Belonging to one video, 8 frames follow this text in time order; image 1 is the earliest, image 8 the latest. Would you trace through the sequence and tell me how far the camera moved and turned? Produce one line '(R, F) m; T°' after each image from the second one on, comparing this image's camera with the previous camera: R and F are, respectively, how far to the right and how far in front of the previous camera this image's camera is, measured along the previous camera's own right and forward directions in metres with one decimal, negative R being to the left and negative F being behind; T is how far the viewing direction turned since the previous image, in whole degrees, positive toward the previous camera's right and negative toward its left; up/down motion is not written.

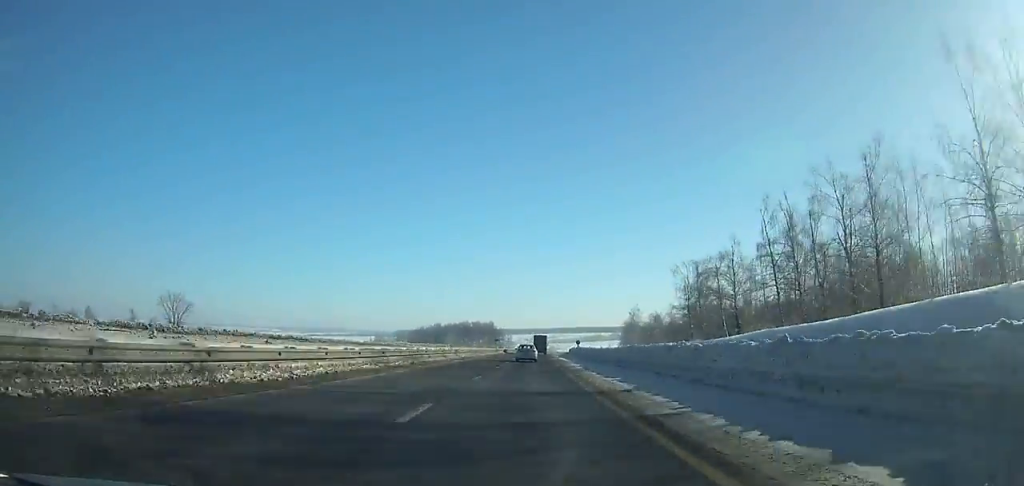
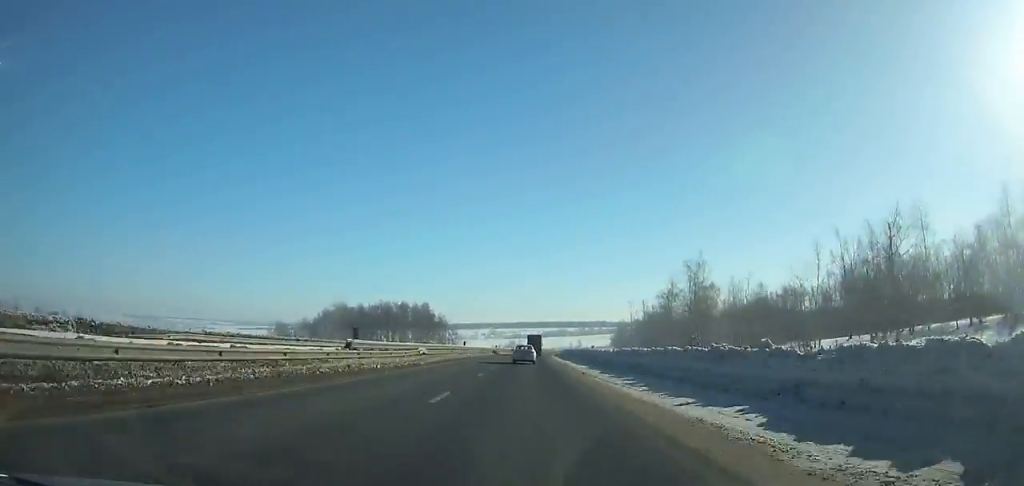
(+4.3, +127.9) m; +4°
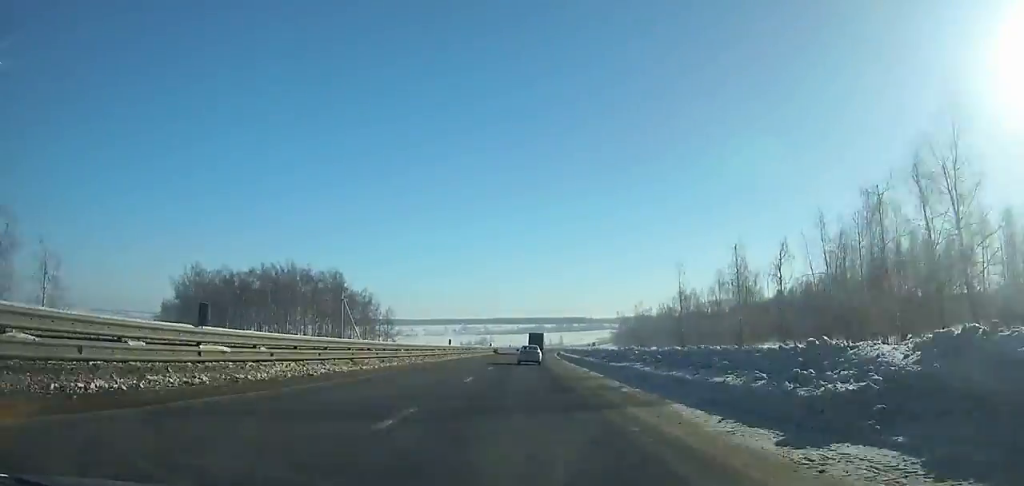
(+2.1, +100.0) m; +2°
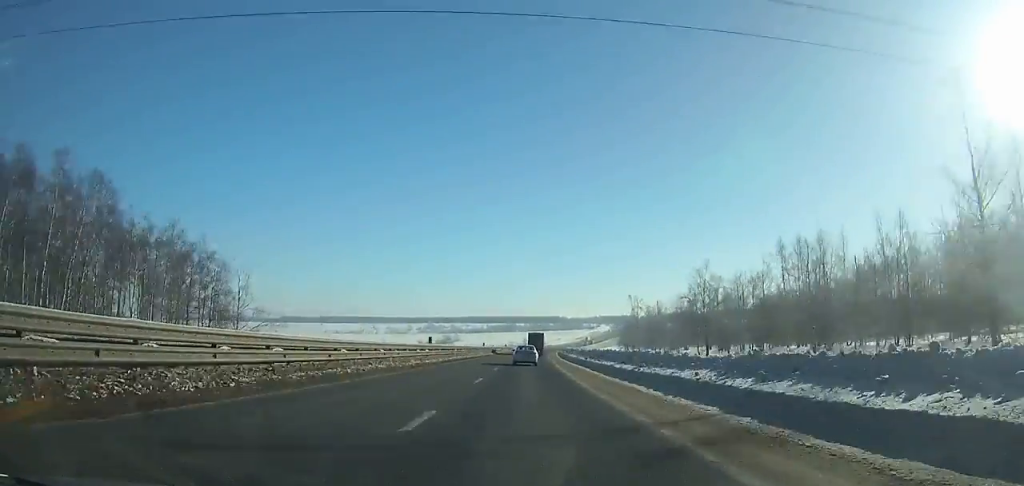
(+2.1, +95.4) m; +3°
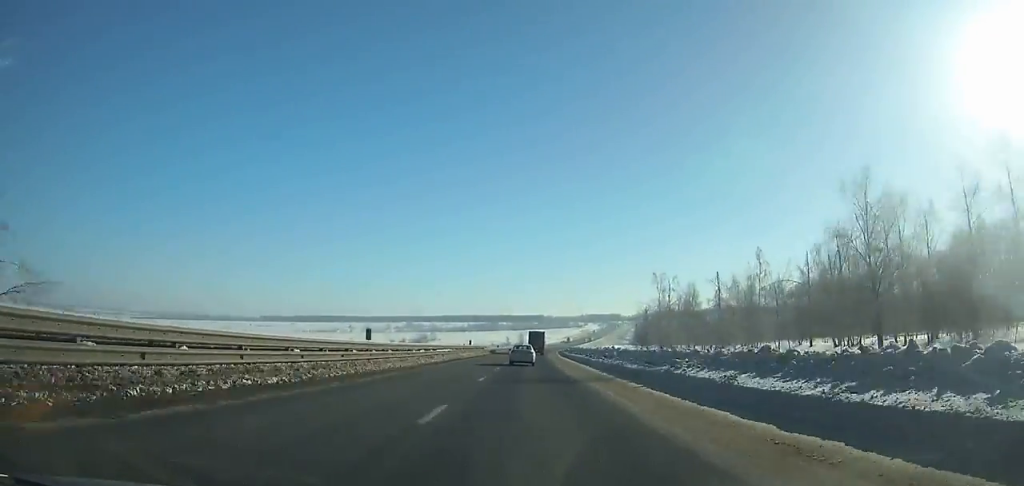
(+1.1, +58.1) m; +2°
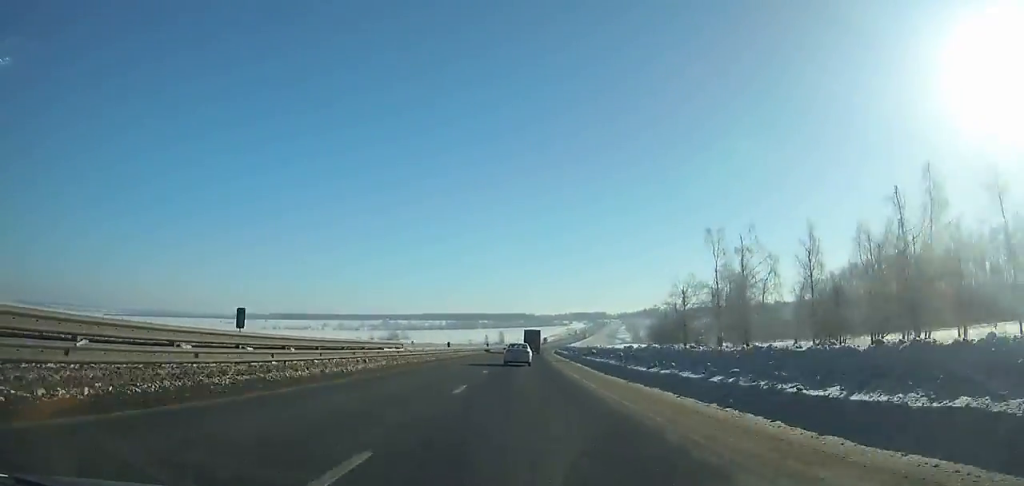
(+0.7, +53.2) m; +1°
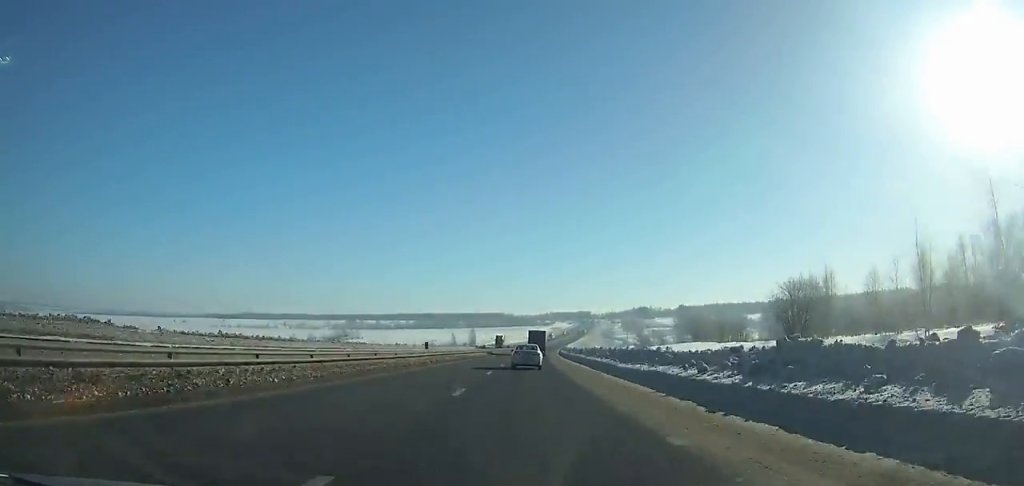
(+2.3, +96.6) m; +3°
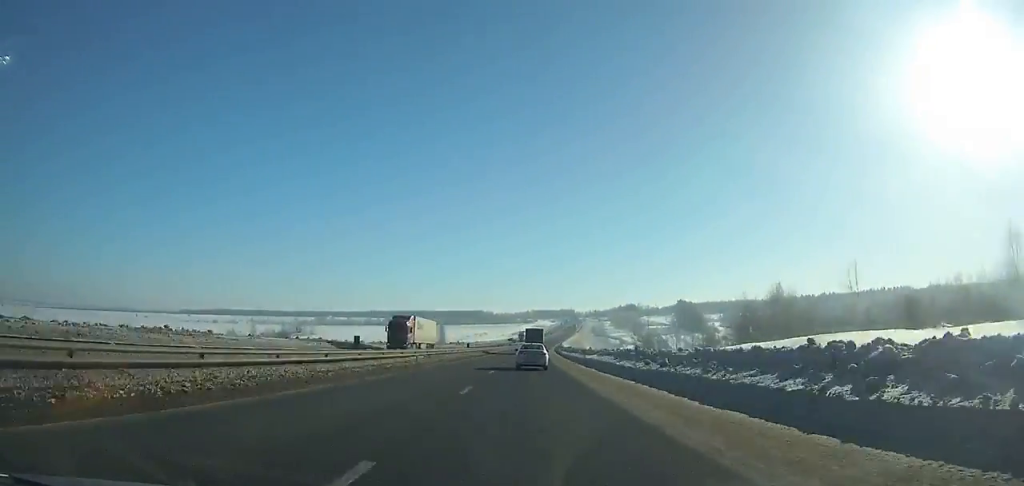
(+0.8, +58.4) m; +2°
